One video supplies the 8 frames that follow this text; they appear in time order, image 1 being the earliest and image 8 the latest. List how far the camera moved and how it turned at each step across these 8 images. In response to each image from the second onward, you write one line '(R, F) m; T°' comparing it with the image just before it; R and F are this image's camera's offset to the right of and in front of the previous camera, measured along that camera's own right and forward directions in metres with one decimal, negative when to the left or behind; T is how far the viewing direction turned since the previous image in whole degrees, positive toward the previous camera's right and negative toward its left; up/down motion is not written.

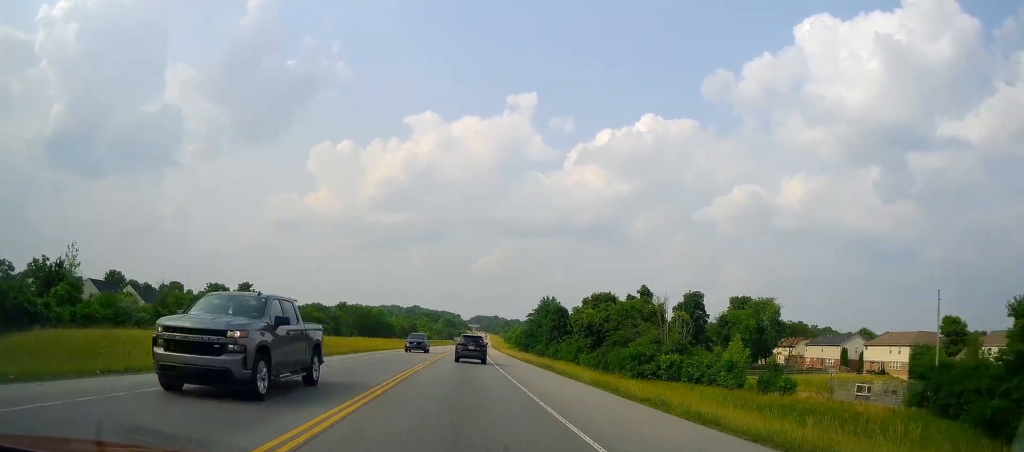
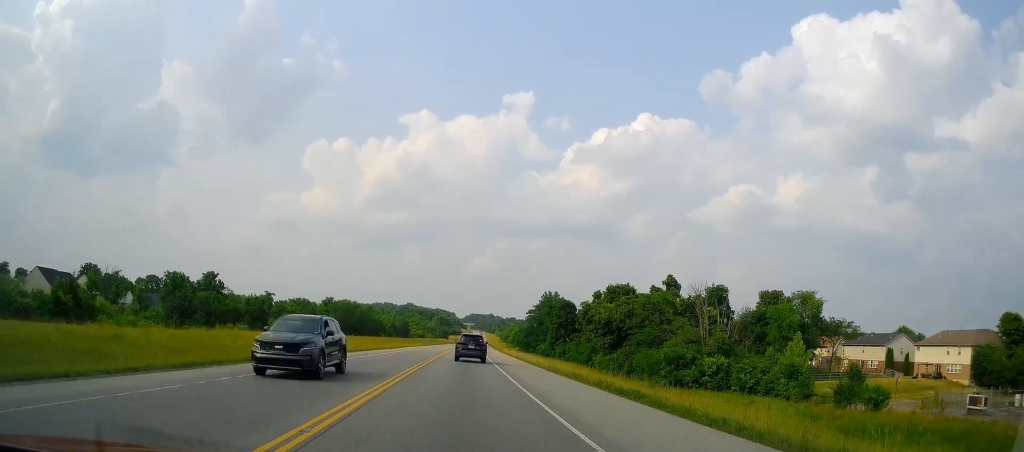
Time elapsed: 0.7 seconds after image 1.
(+0.4, +21.4) m; +1°
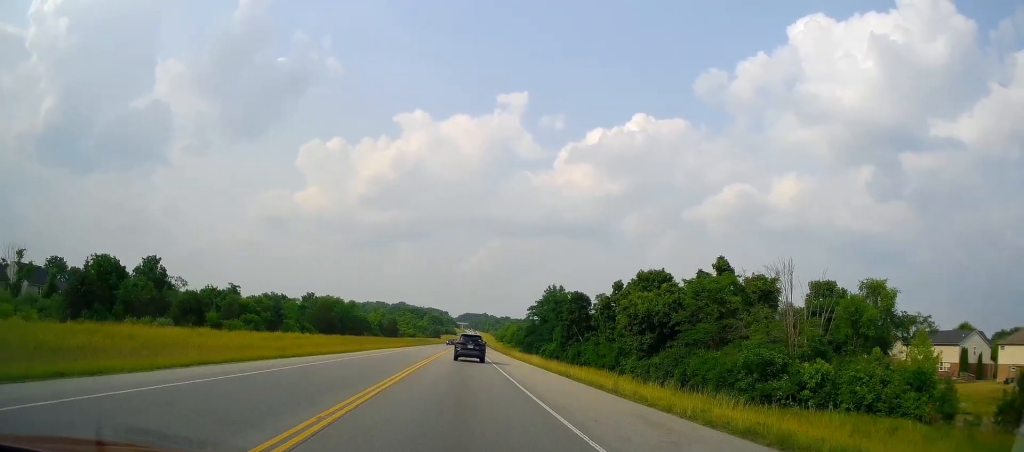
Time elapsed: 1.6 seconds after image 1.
(+0.2, +28.8) m; 0°
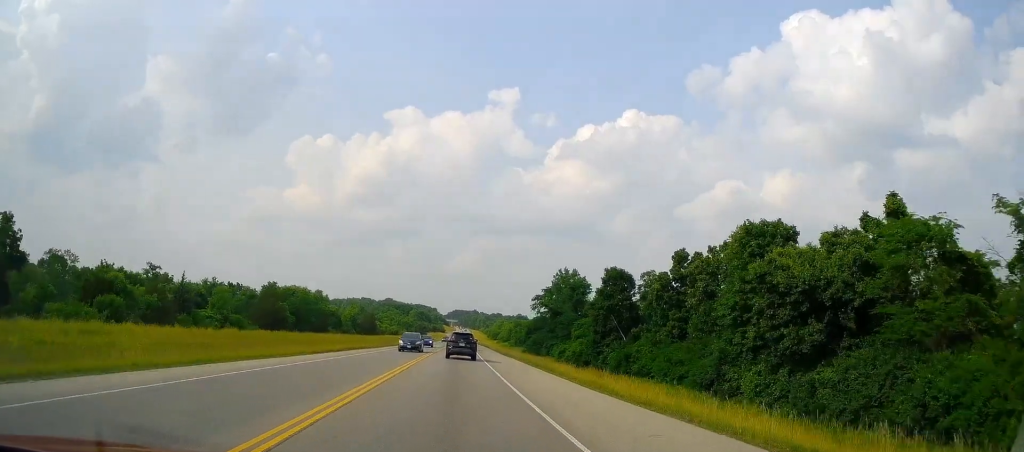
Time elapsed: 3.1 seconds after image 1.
(-0.4, +45.9) m; +1°
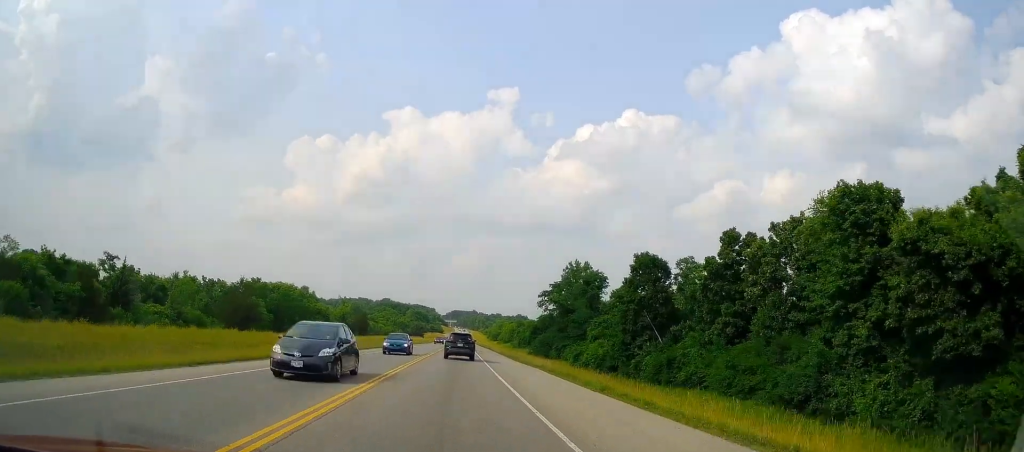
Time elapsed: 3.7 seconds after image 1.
(+0.4, +17.1) m; +2°
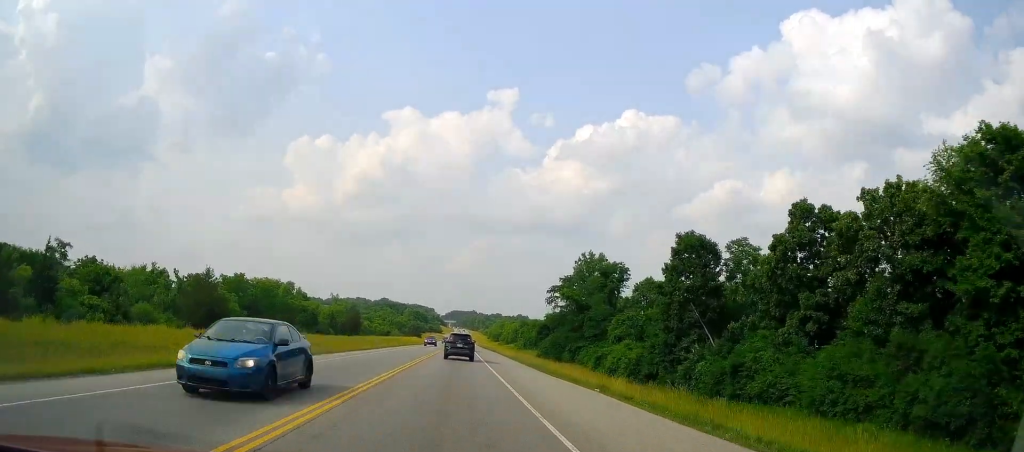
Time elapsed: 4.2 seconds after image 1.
(+0.2, +16.0) m; +1°
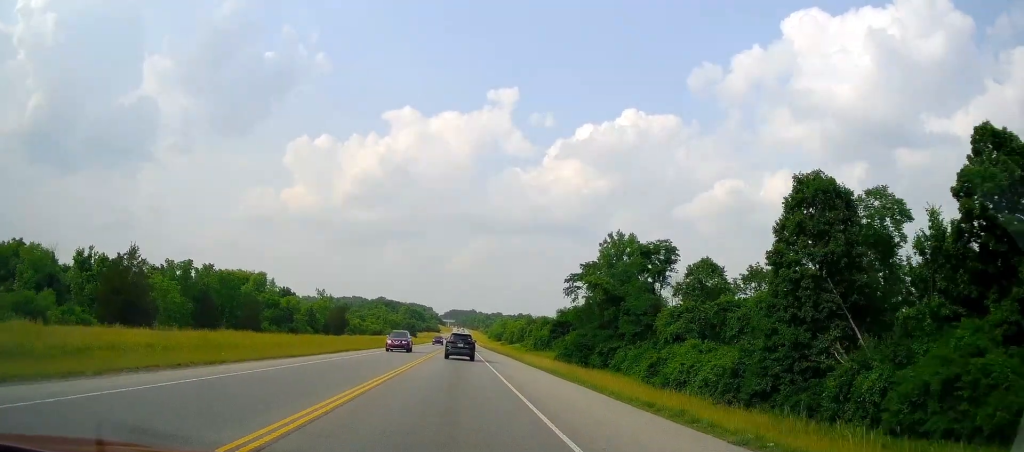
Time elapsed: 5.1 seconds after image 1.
(+0.5, +23.8) m; -1°
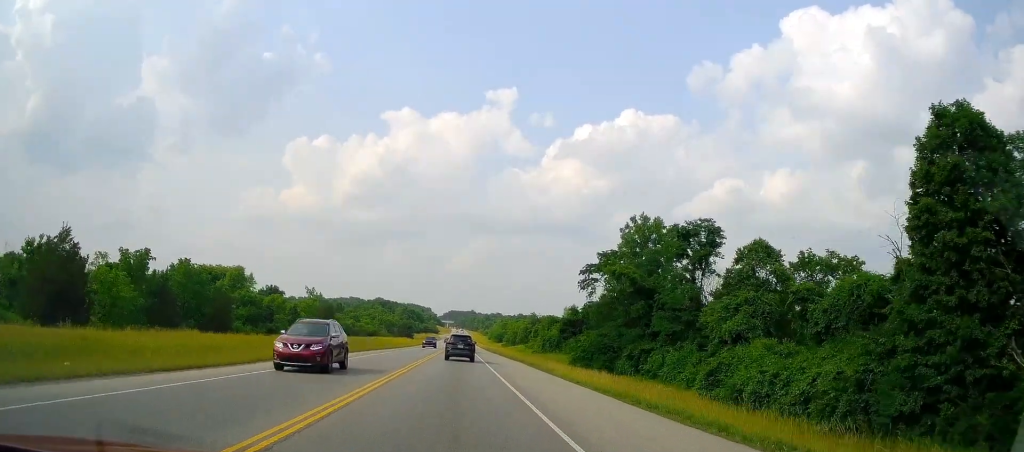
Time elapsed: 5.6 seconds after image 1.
(-0.5, +14.3) m; 0°
